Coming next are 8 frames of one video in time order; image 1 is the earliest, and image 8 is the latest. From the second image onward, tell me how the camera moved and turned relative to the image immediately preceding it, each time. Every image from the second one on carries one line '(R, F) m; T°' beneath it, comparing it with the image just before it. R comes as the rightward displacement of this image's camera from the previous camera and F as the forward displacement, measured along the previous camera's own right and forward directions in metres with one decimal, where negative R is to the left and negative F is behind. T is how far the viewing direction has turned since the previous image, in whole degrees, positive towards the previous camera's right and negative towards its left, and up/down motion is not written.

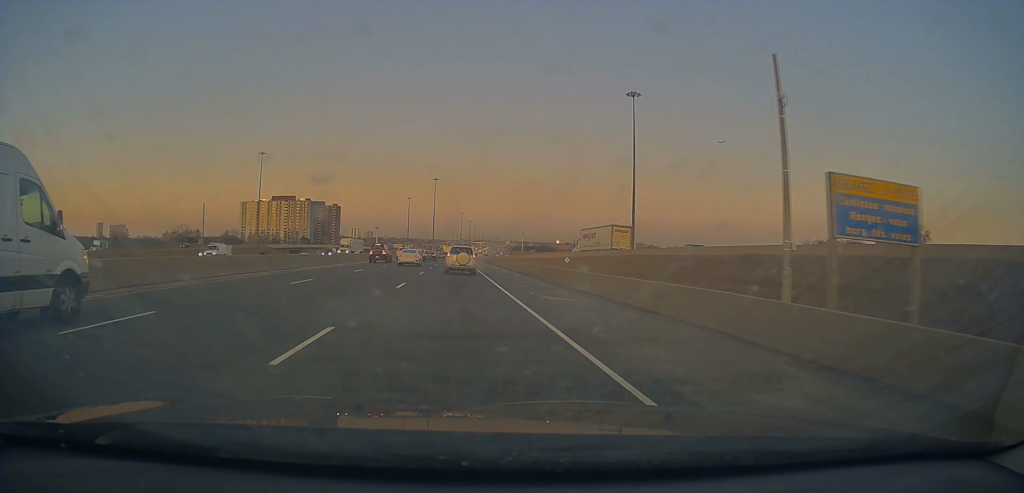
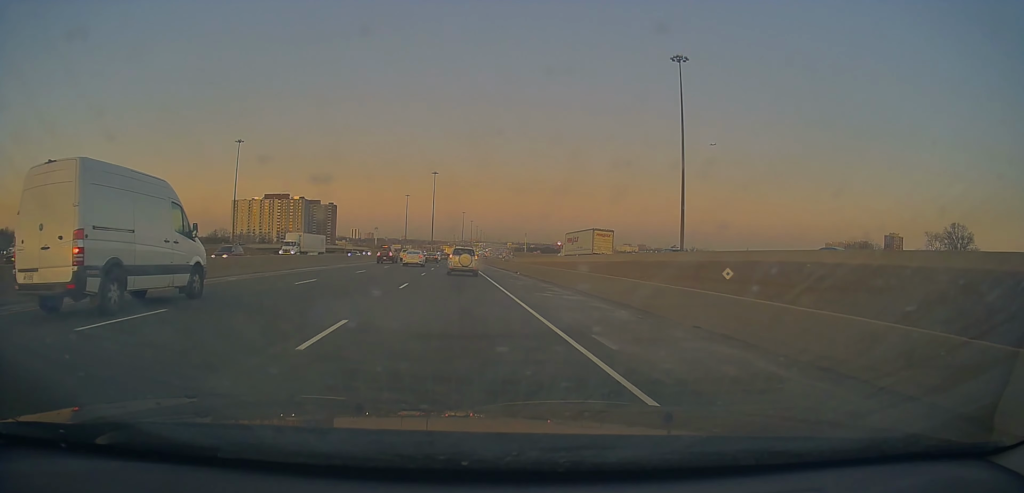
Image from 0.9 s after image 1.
(-0.2, +24.5) m; 0°
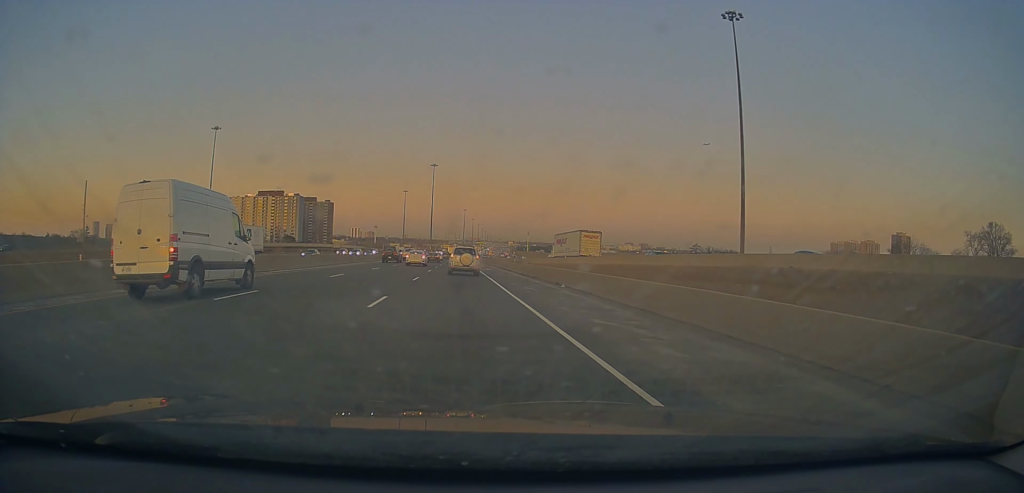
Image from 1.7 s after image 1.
(+0.2, +19.1) m; 0°
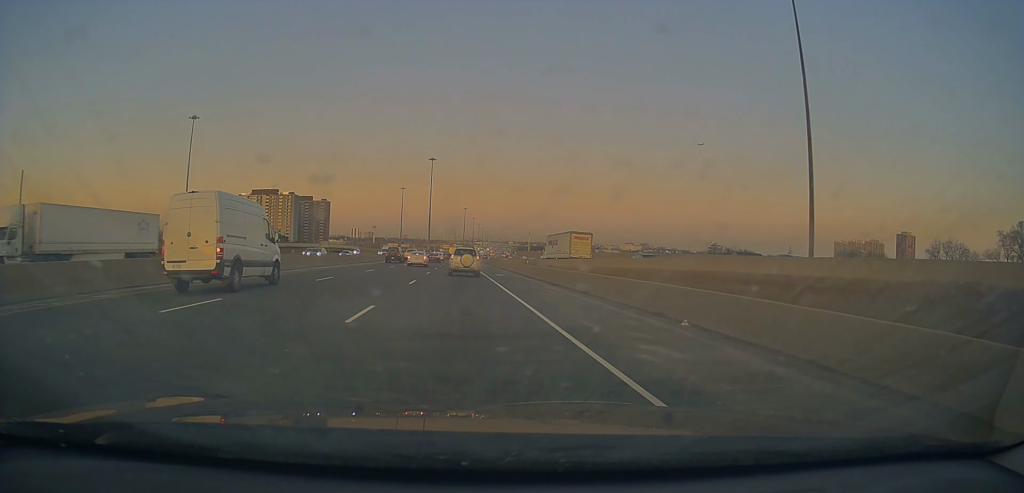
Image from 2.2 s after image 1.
(-0.2, +14.8) m; -1°
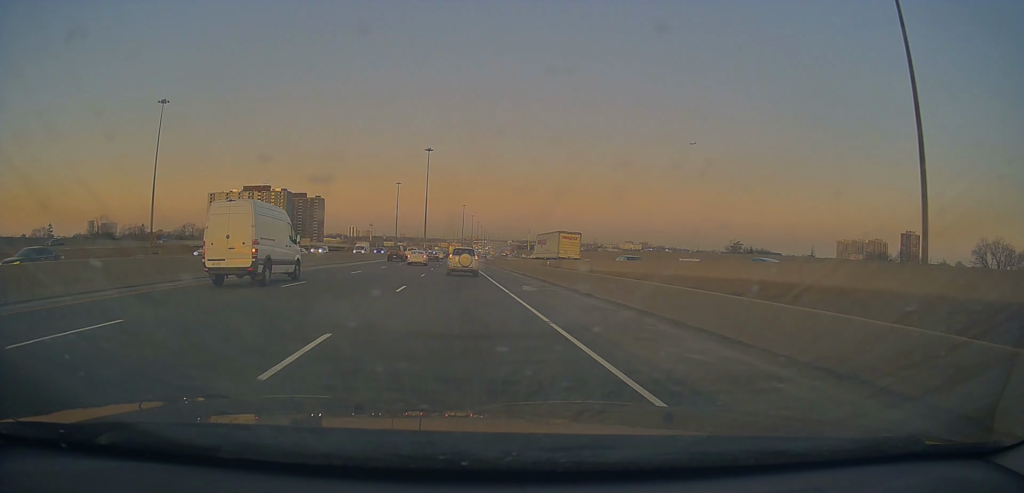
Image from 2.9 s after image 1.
(-0.1, +16.5) m; 0°
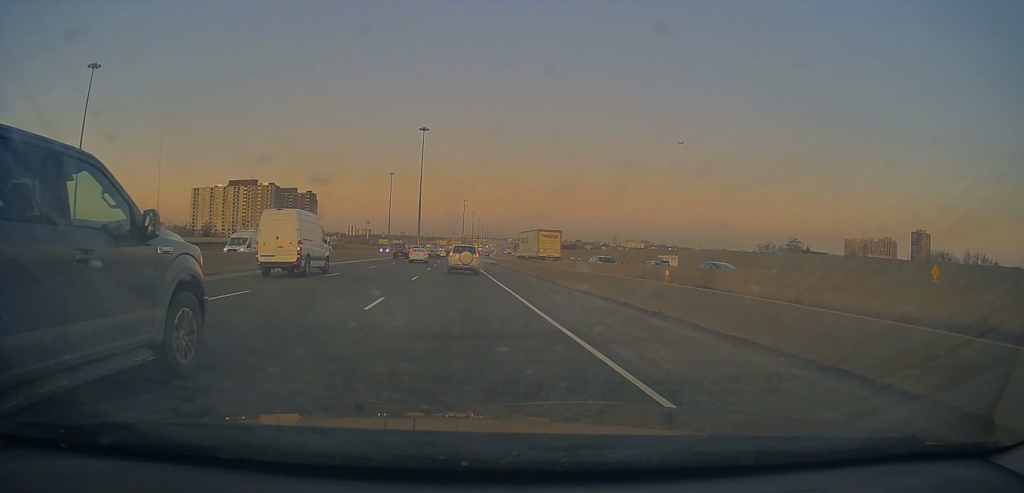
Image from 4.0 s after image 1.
(+0.3, +30.3) m; +1°
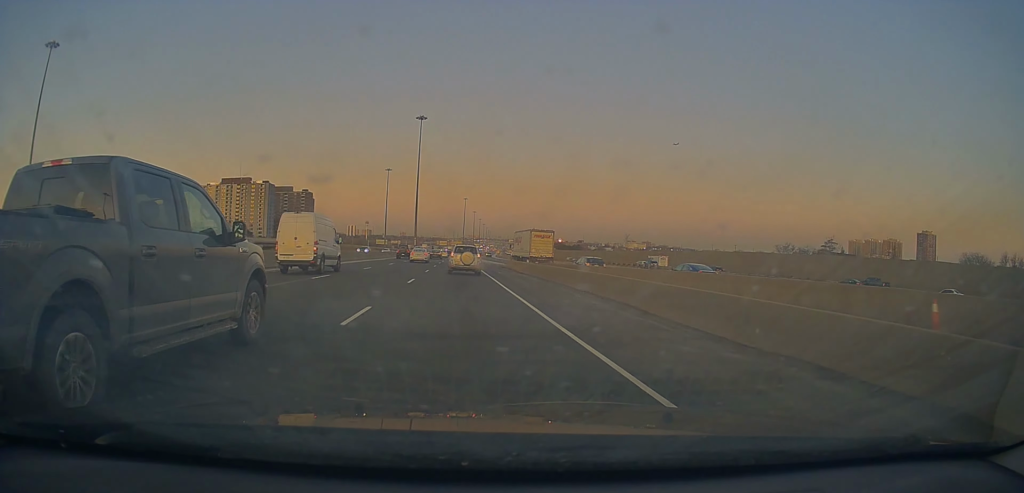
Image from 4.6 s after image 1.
(+0.1, +14.7) m; +1°
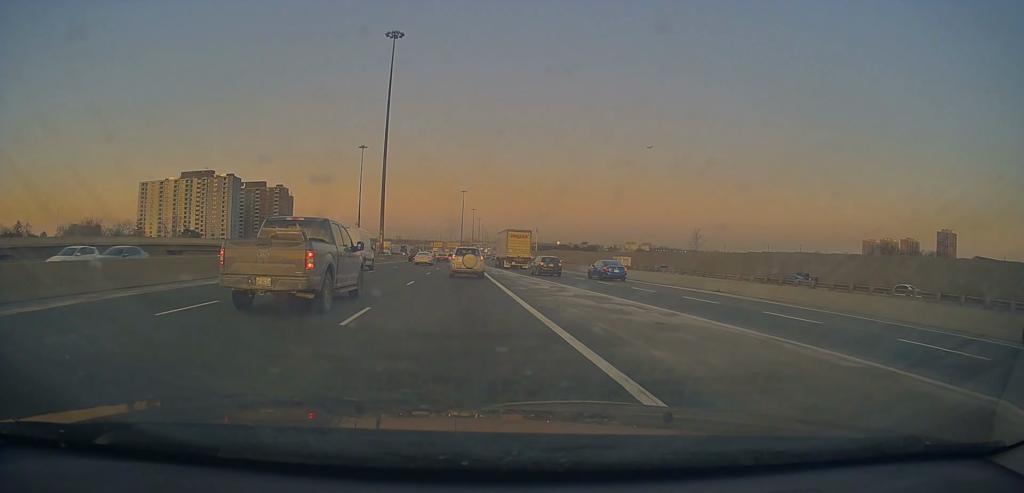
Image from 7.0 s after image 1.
(-0.6, +61.2) m; 0°
